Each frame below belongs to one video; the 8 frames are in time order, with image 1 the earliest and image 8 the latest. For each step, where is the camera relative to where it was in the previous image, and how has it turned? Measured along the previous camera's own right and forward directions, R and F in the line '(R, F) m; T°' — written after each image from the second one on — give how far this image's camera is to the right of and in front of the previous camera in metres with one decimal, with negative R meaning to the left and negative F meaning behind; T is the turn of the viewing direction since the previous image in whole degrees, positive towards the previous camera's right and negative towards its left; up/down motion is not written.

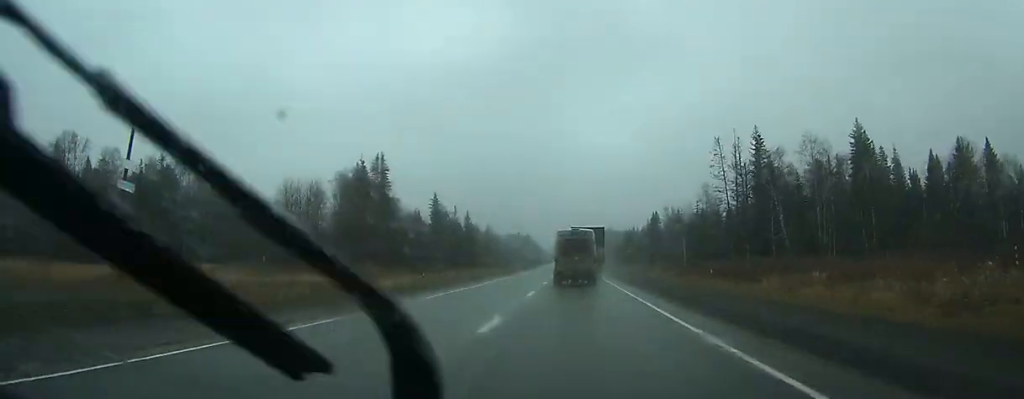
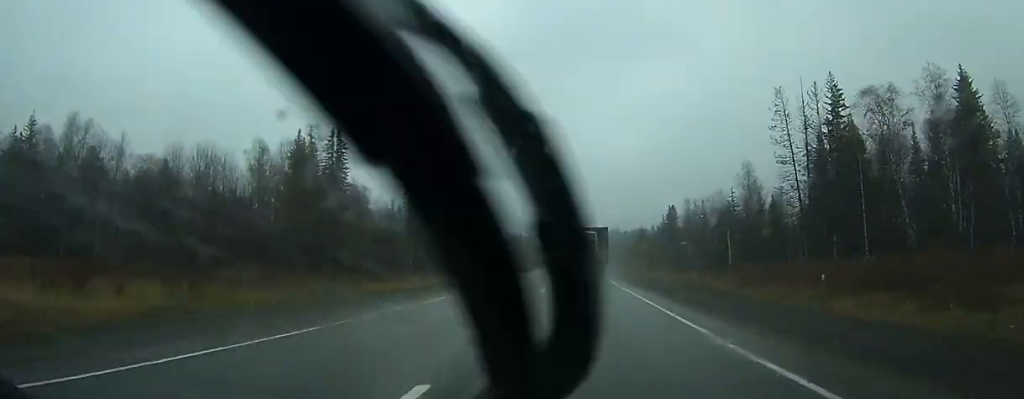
(-0.1, +31.7) m; 0°
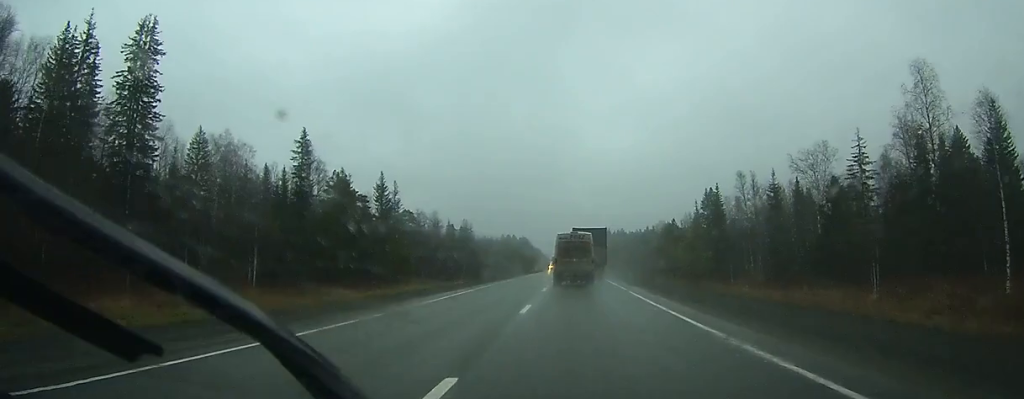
(-0.2, +58.6) m; 0°
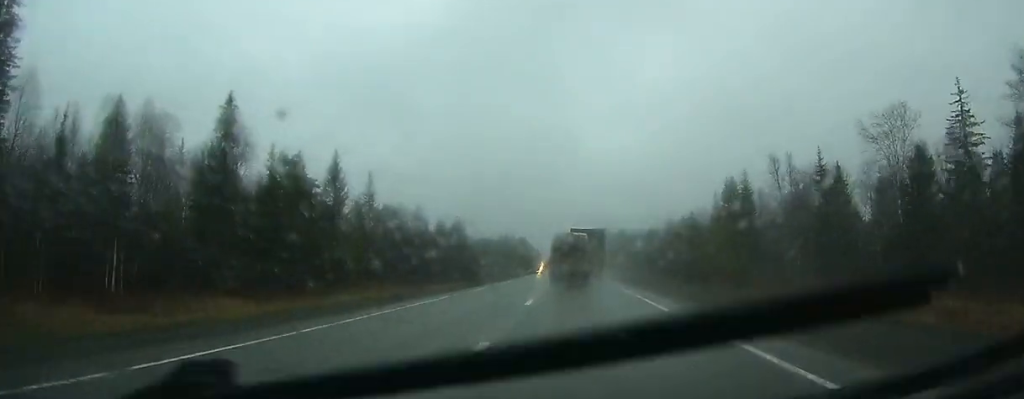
(+0.1, +20.8) m; 0°
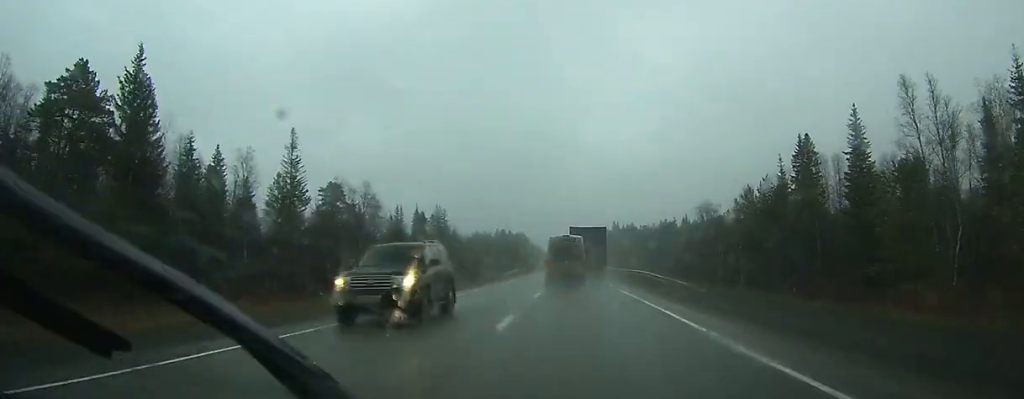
(0.0, +42.1) m; 0°
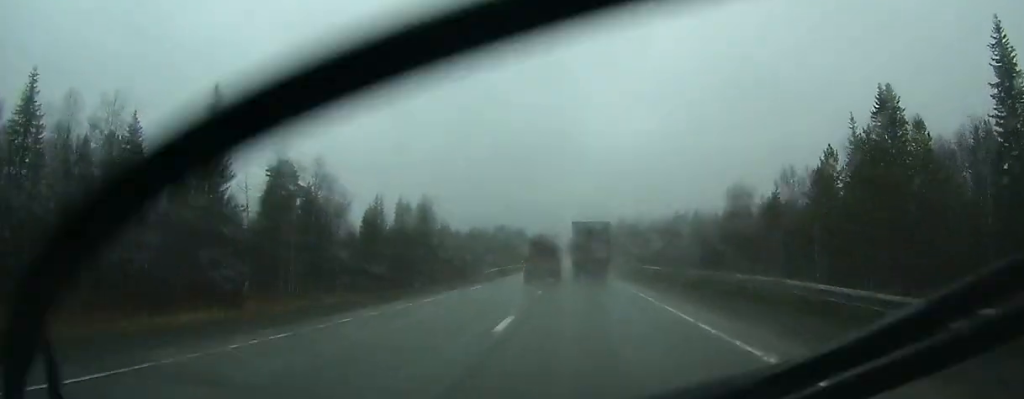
(-0.1, +24.8) m; 0°
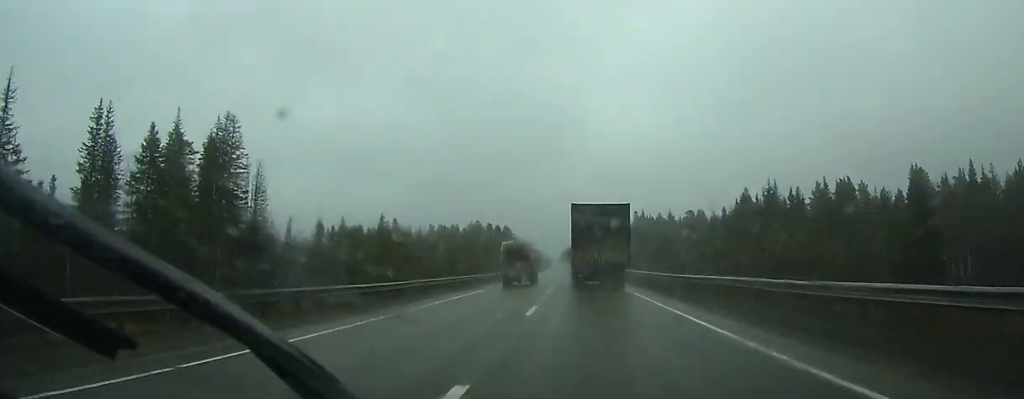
(-0.8, +114.3) m; -1°
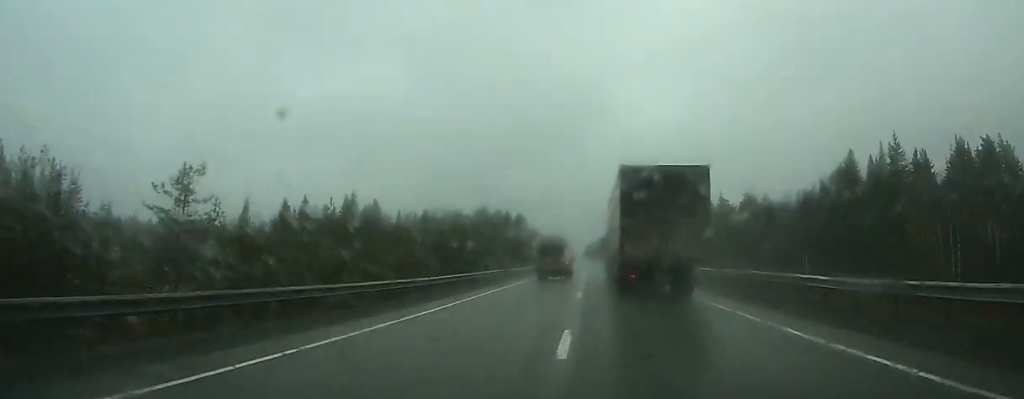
(-0.4, +54.8) m; -1°
